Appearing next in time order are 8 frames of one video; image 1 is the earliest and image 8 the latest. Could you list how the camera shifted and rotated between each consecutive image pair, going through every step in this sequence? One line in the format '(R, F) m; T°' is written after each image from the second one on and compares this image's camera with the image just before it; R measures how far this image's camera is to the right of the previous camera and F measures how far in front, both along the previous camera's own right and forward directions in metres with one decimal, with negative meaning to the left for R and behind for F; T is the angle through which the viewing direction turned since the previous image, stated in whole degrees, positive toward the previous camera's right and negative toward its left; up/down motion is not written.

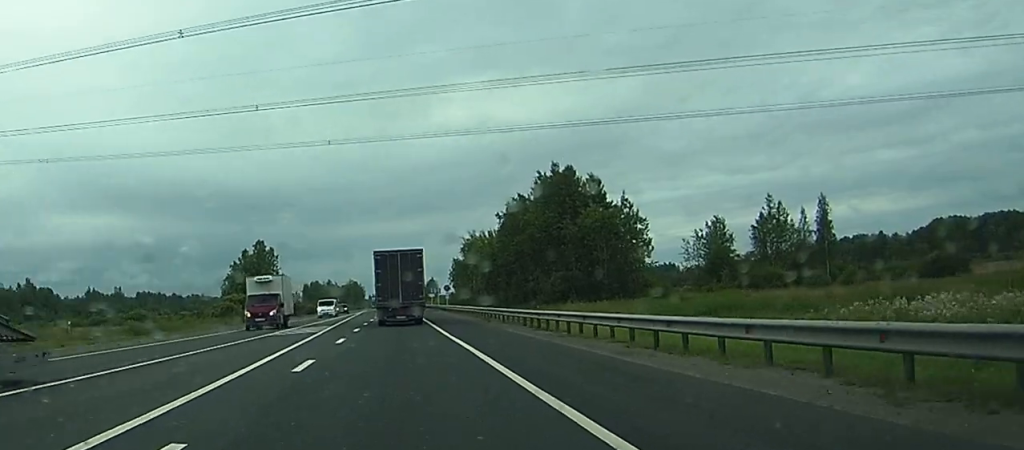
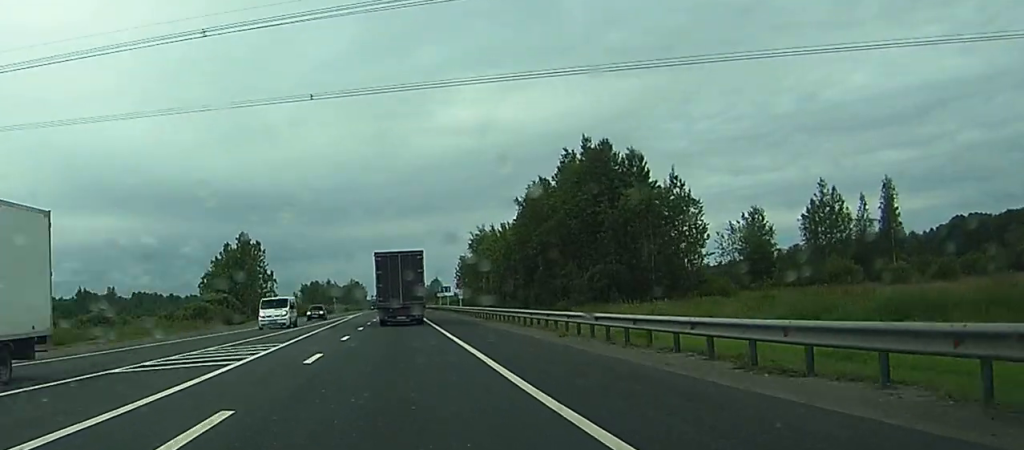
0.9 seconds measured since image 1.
(-0.1, +21.0) m; 0°
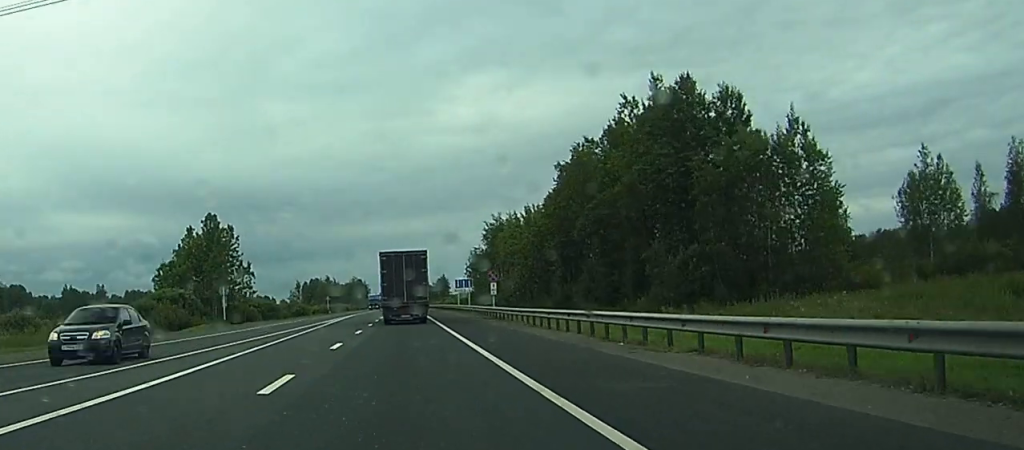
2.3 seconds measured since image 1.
(-0.2, +30.2) m; -1°
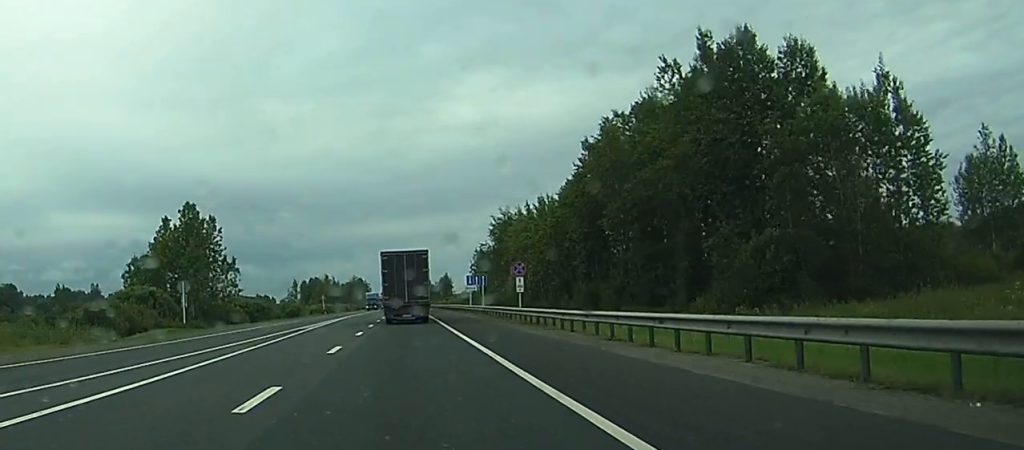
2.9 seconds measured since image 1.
(-0.1, +13.7) m; 0°
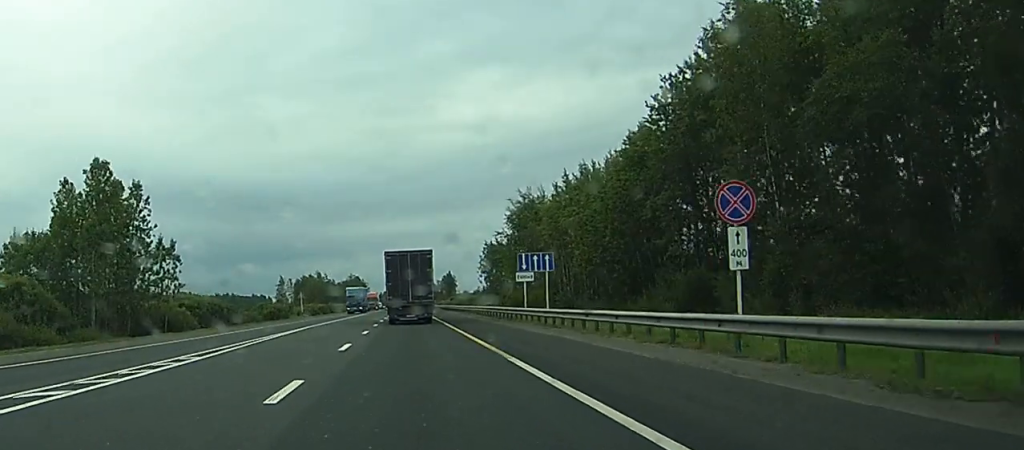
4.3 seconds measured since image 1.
(0.0, +34.2) m; 0°
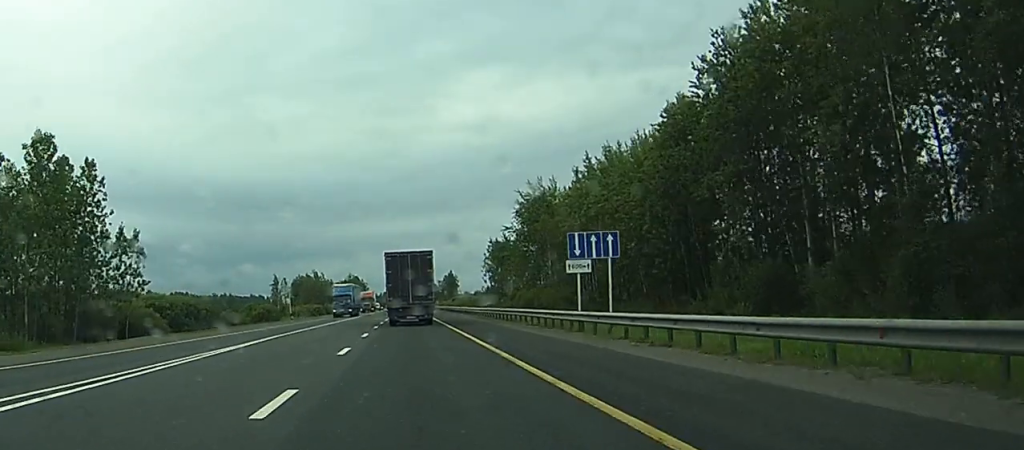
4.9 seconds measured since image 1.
(+0.1, +13.4) m; 0°
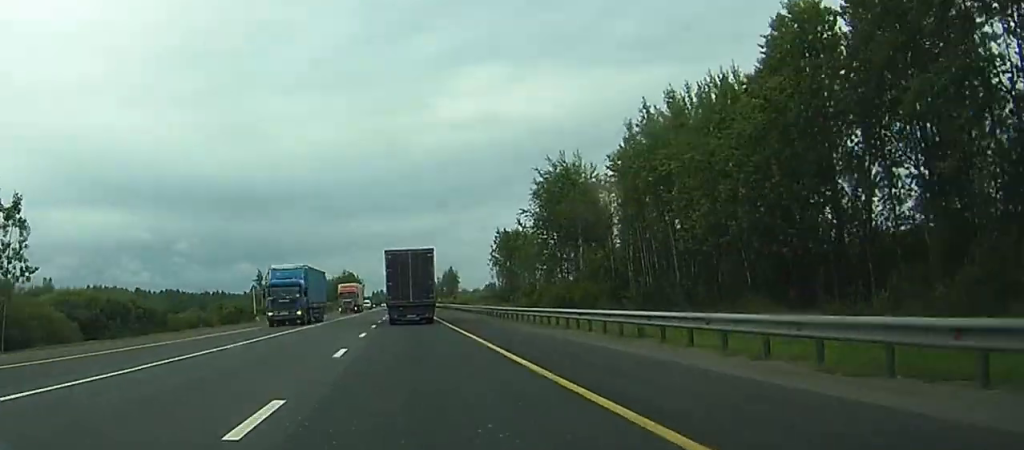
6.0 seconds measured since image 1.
(0.0, +25.4) m; 0°
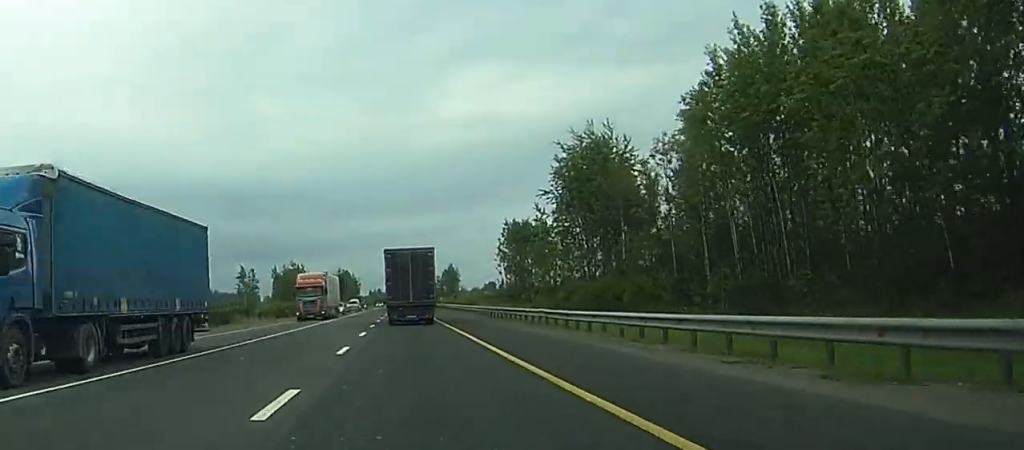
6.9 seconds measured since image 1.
(+0.1, +22.4) m; 0°
